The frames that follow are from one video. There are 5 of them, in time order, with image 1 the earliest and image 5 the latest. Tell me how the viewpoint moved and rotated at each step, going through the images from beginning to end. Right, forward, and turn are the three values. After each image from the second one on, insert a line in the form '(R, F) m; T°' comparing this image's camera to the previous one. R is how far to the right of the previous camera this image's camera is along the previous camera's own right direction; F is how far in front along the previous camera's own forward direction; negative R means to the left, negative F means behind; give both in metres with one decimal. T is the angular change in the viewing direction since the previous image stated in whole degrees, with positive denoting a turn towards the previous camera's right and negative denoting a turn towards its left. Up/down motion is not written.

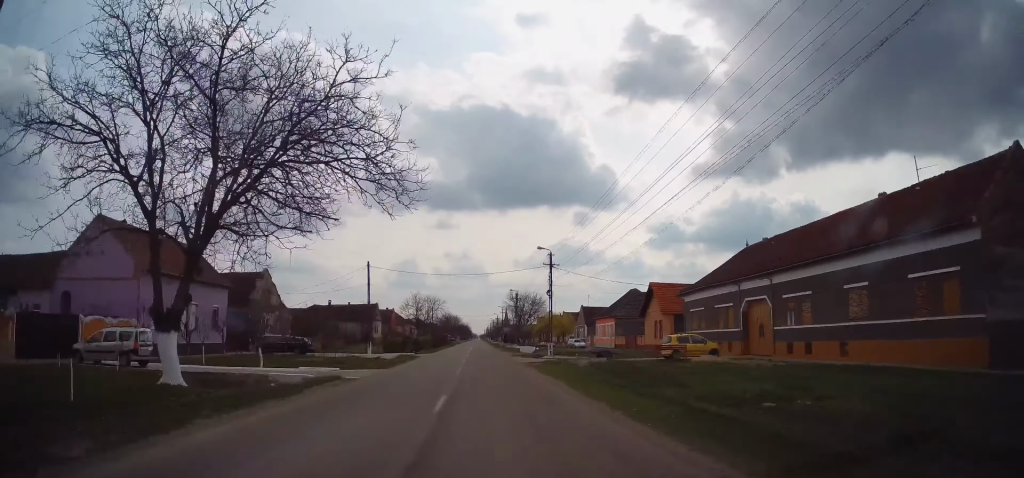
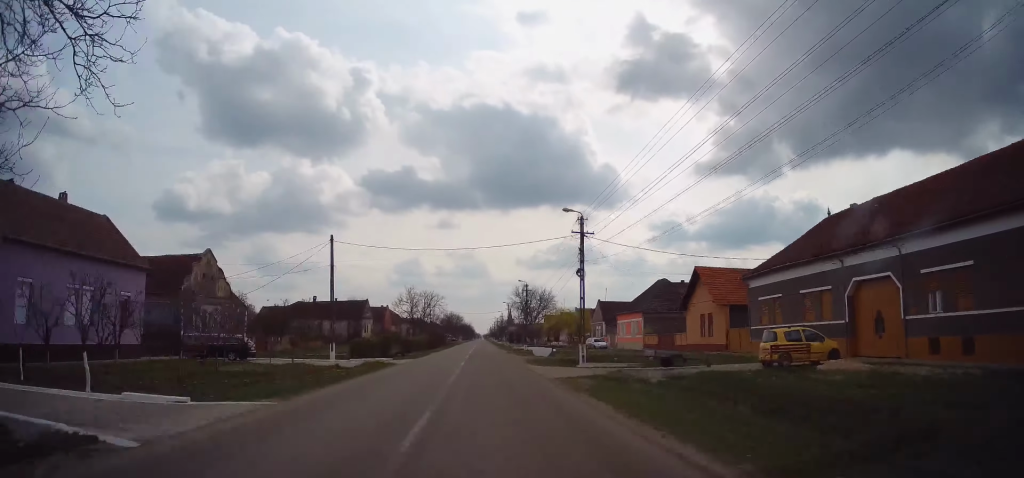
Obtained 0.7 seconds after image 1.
(0.0, +12.1) m; -1°
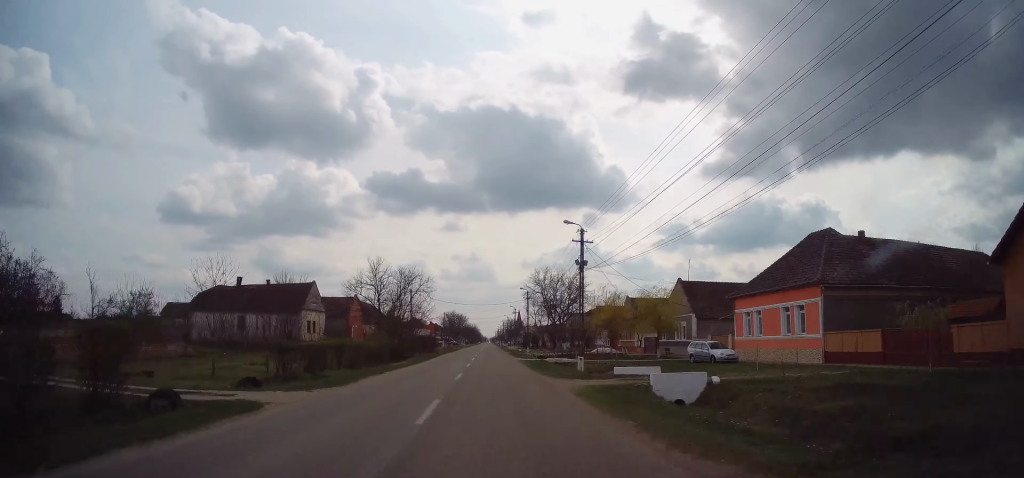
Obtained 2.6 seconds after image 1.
(-0.3, +34.4) m; 0°
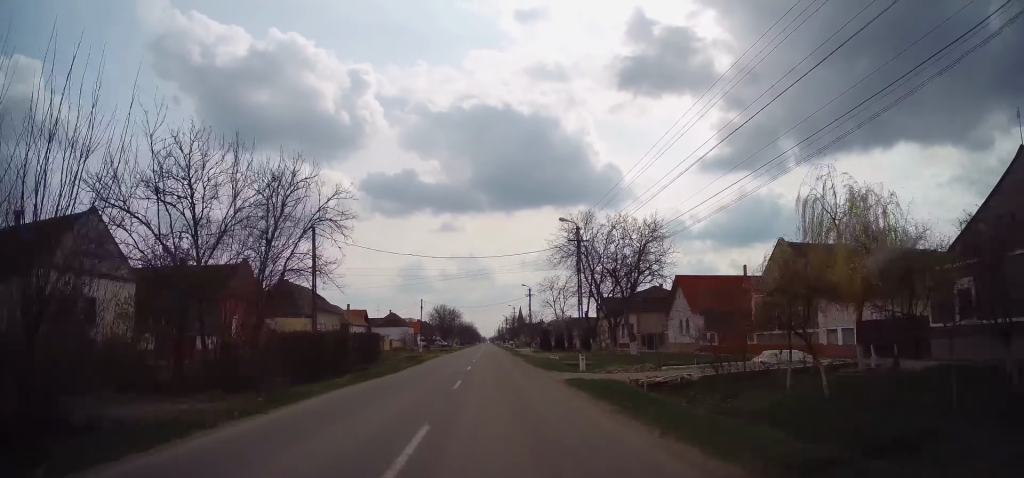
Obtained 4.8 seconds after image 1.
(+0.4, +40.1) m; 0°
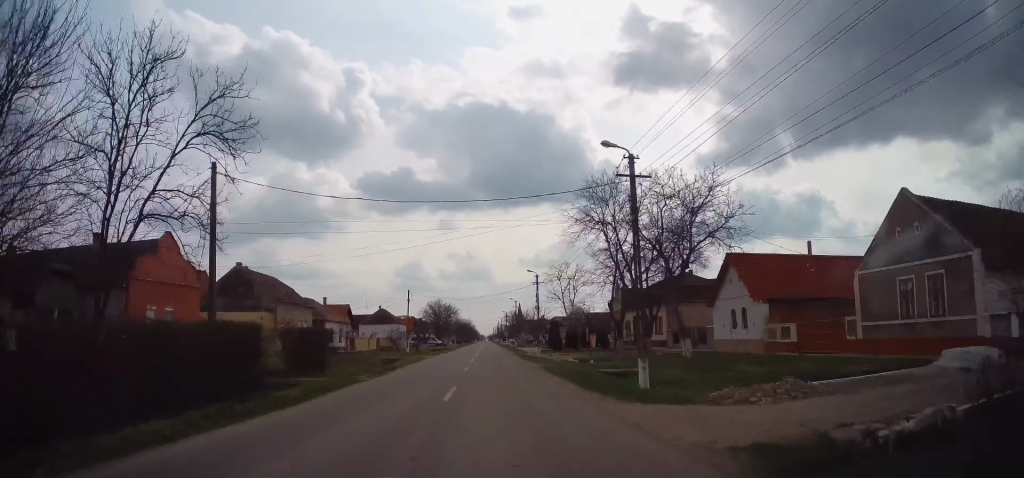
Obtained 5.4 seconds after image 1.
(-0.1, +12.1) m; 0°
